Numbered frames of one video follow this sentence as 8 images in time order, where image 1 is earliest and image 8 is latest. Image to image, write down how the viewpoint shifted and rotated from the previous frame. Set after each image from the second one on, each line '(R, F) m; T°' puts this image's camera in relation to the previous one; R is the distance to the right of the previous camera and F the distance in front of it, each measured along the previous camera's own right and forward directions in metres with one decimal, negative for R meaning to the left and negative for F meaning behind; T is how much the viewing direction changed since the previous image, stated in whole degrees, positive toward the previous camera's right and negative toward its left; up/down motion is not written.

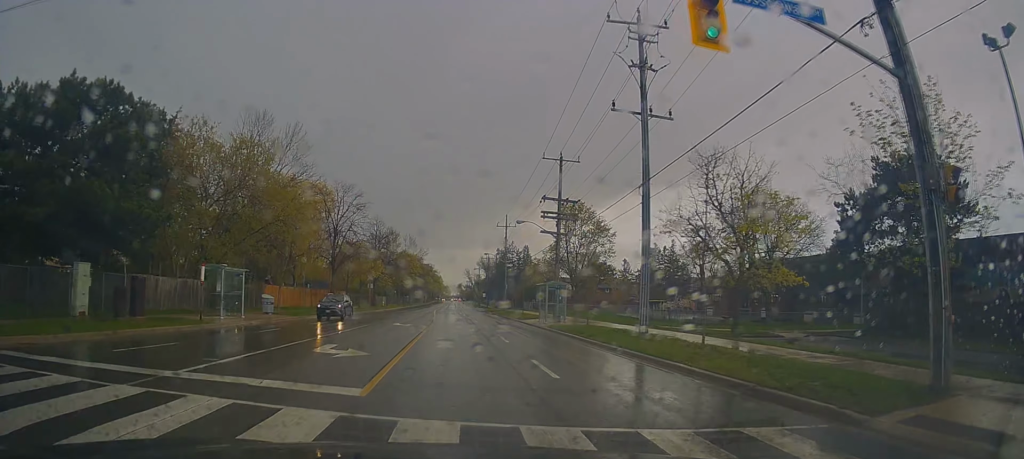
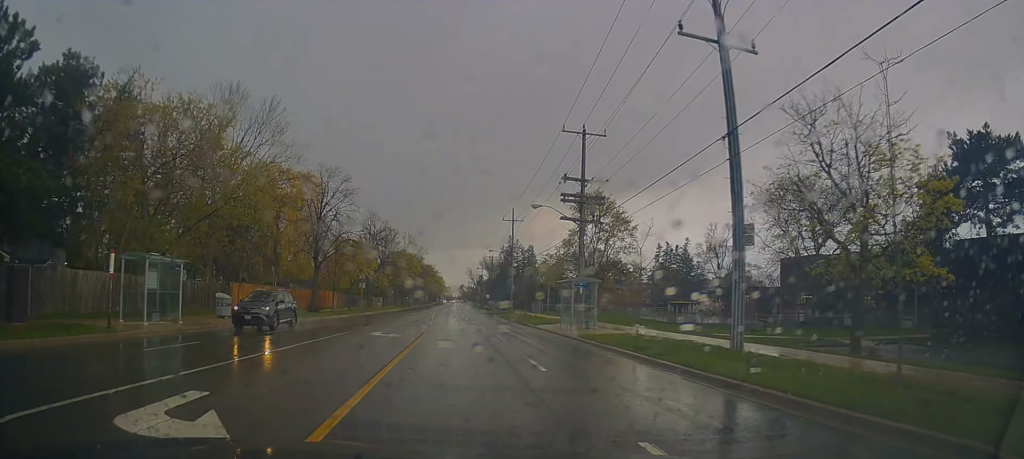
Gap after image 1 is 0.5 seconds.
(0.0, +8.2) m; -1°
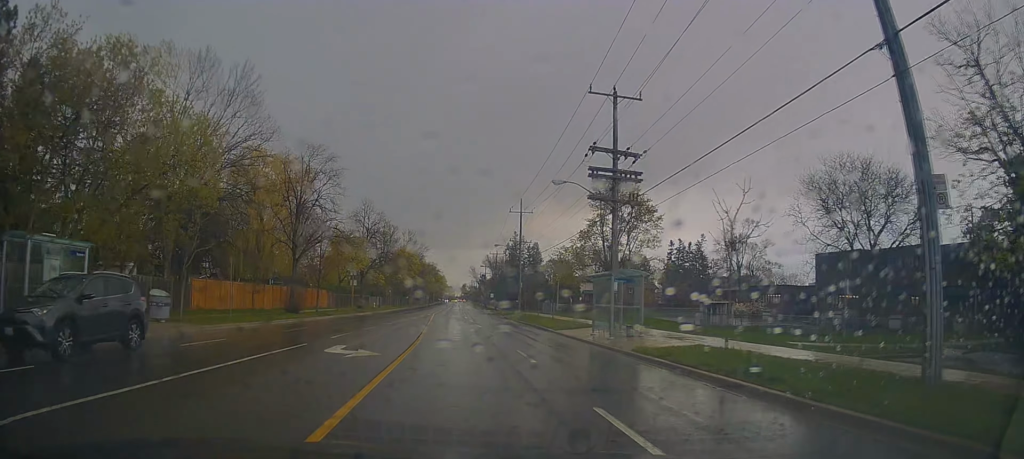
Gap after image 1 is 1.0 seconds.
(-0.1, +7.0) m; +1°
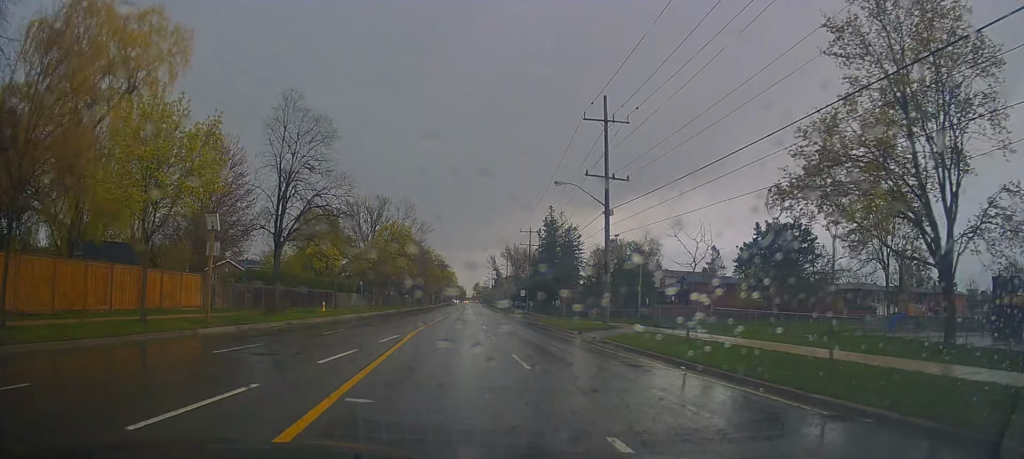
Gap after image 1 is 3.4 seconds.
(-0.3, +37.6) m; 0°
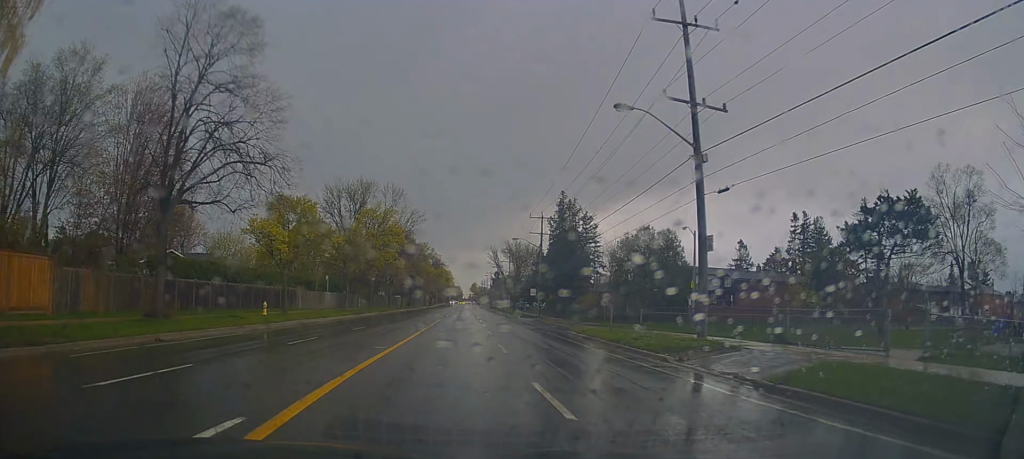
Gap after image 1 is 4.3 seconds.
(+0.7, +13.4) m; +2°
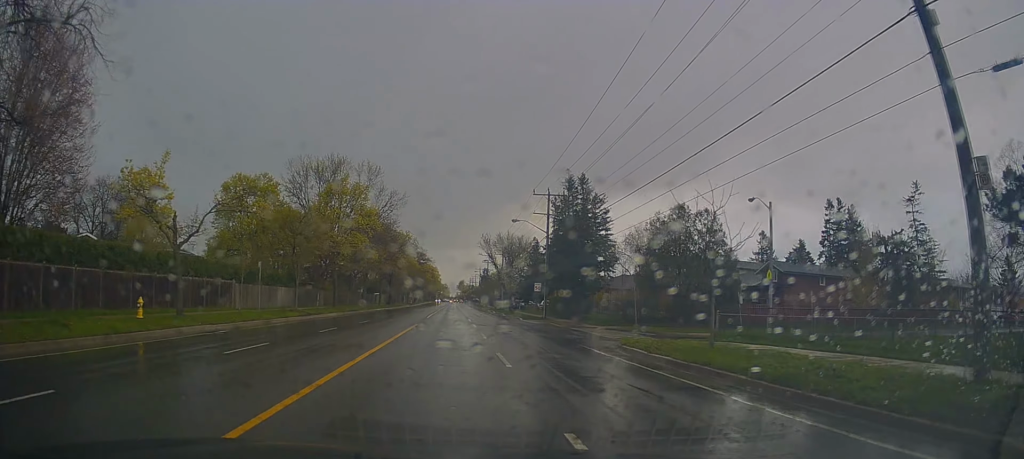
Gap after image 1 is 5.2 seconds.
(-0.1, +13.5) m; +1°
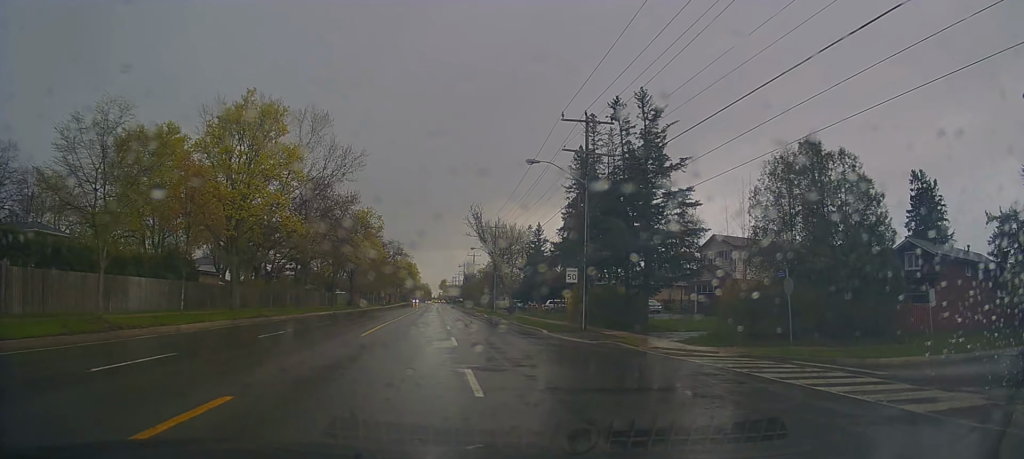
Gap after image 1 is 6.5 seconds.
(+0.3, +21.7) m; +2°
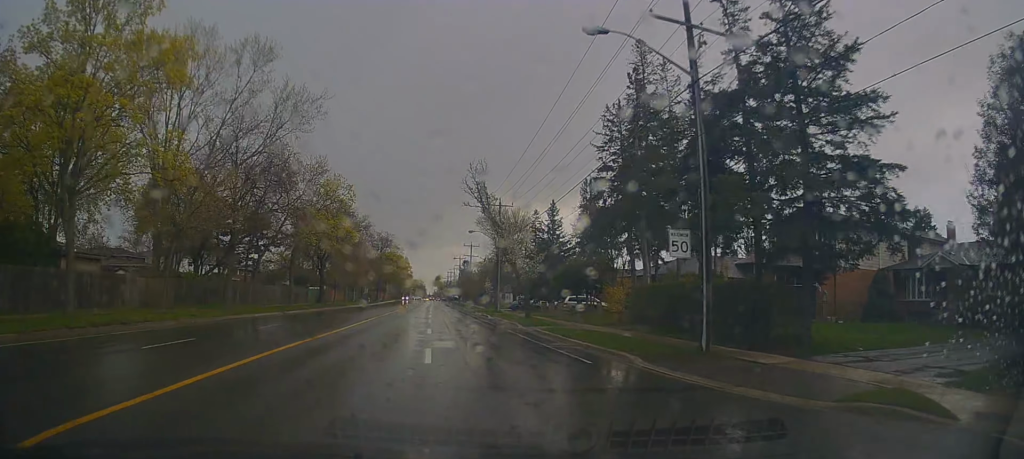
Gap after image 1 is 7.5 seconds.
(0.0, +14.9) m; -2°
